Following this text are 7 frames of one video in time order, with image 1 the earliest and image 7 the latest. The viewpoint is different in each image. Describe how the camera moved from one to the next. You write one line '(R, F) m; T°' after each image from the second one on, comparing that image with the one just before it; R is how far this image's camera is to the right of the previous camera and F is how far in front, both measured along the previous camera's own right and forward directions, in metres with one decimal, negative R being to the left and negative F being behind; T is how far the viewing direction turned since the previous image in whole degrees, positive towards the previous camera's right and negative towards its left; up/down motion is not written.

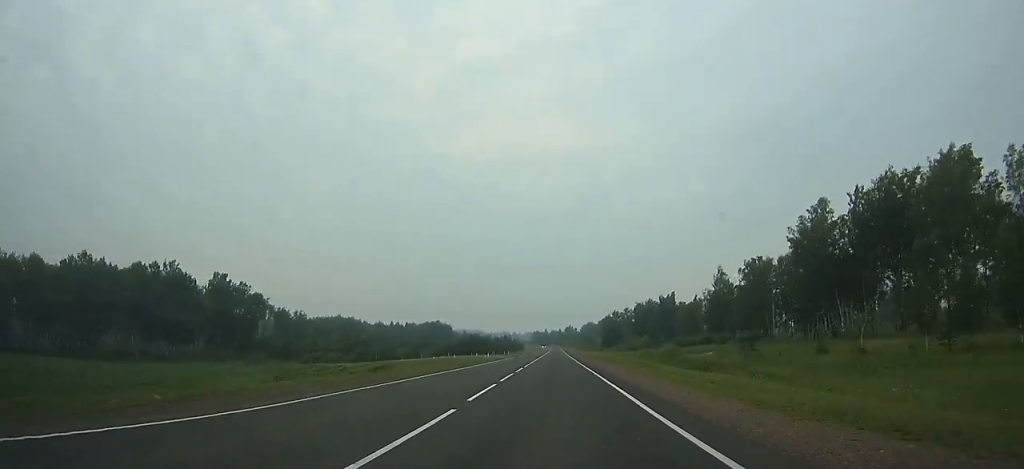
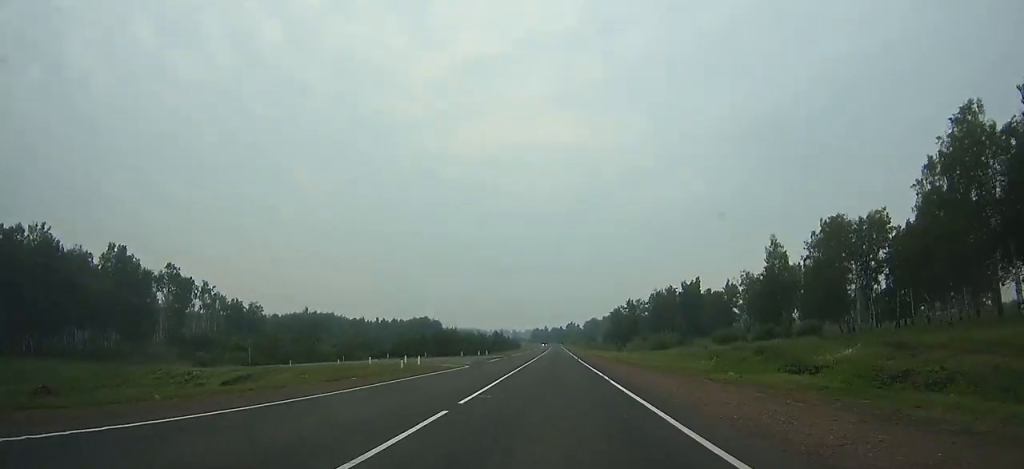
(0.0, +40.0) m; 0°
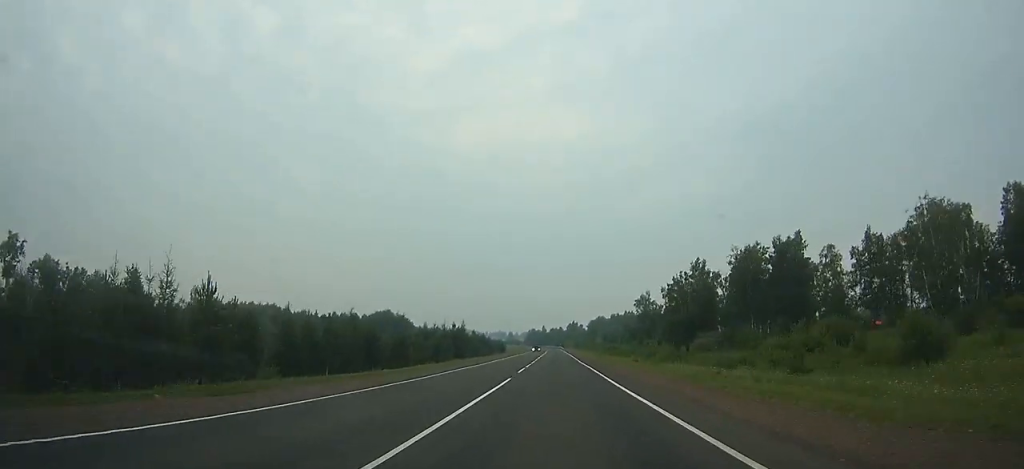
(0.0, +83.6) m; 0°
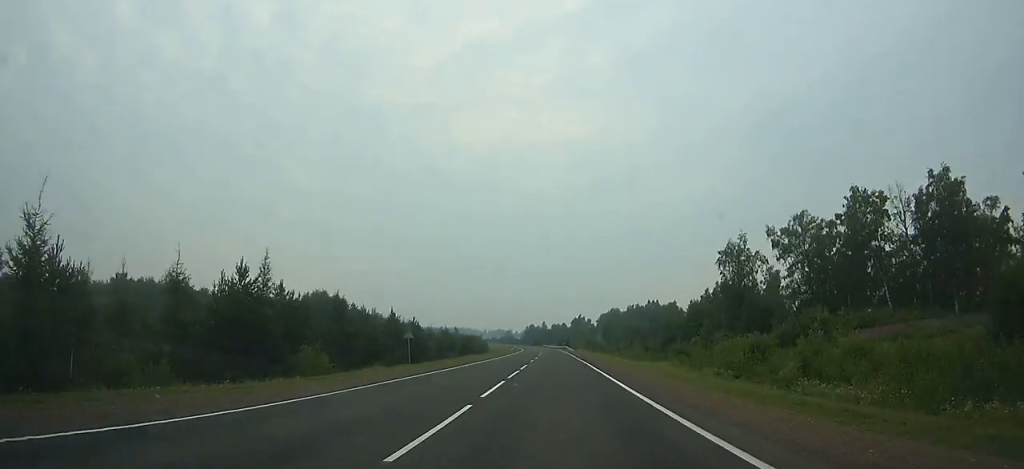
(0.0, +89.6) m; -1°
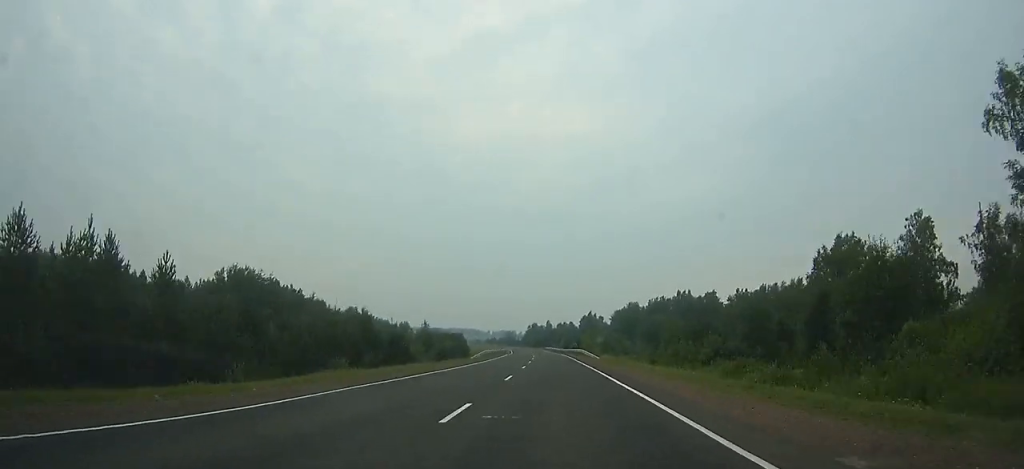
(-0.2, +57.4) m; -1°
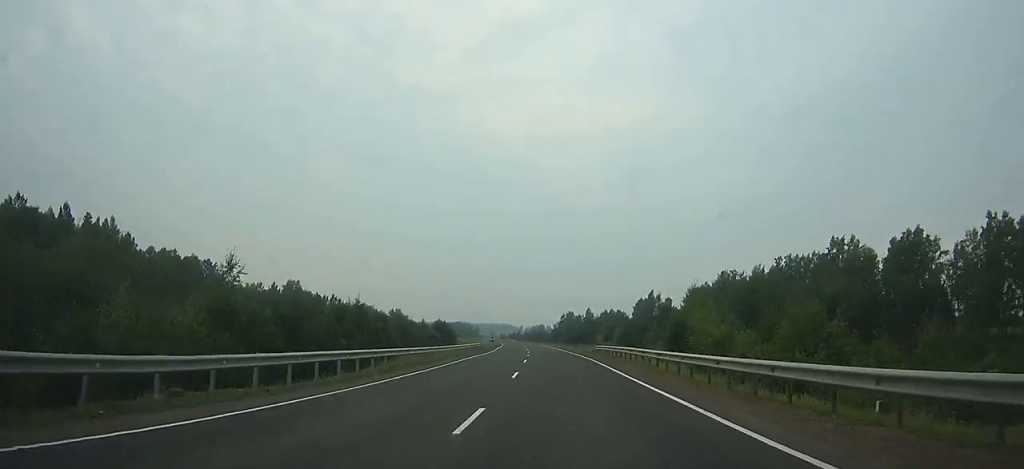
(-2.5, +107.6) m; -3°
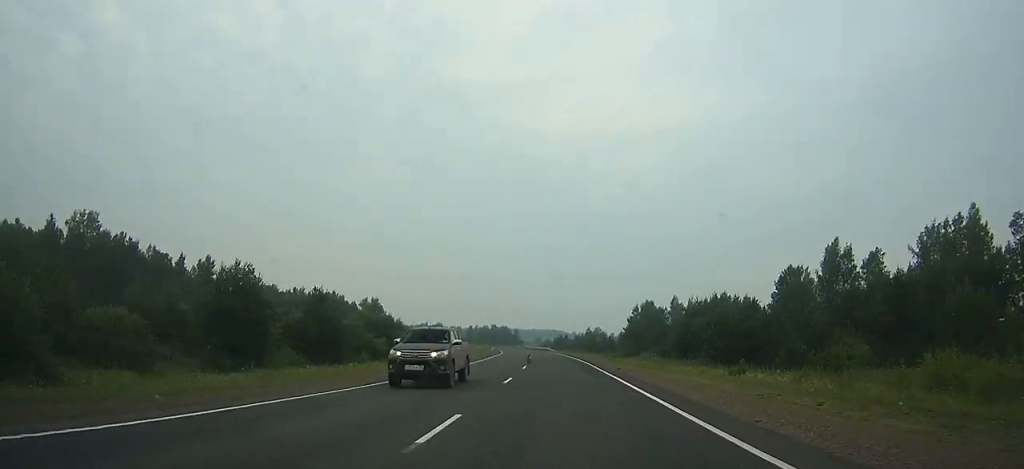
(-5.0, +116.0) m; -5°
